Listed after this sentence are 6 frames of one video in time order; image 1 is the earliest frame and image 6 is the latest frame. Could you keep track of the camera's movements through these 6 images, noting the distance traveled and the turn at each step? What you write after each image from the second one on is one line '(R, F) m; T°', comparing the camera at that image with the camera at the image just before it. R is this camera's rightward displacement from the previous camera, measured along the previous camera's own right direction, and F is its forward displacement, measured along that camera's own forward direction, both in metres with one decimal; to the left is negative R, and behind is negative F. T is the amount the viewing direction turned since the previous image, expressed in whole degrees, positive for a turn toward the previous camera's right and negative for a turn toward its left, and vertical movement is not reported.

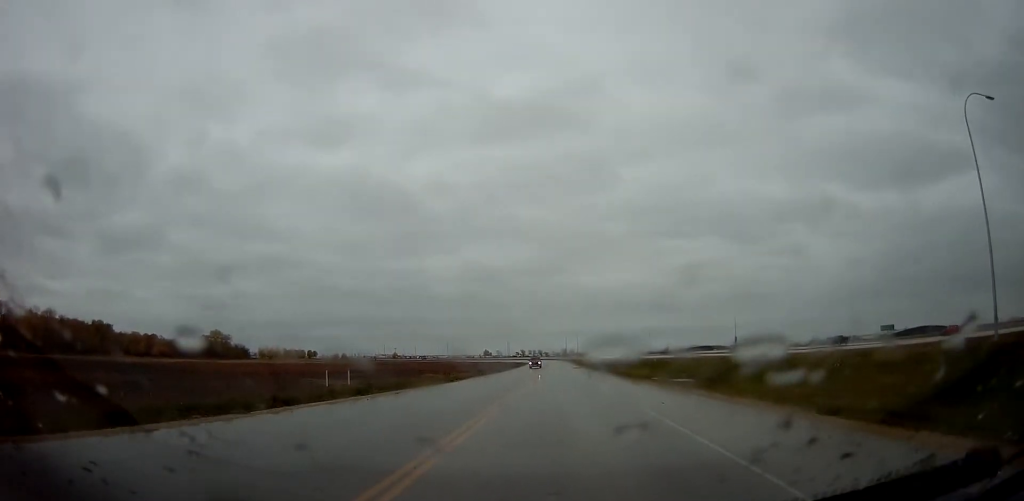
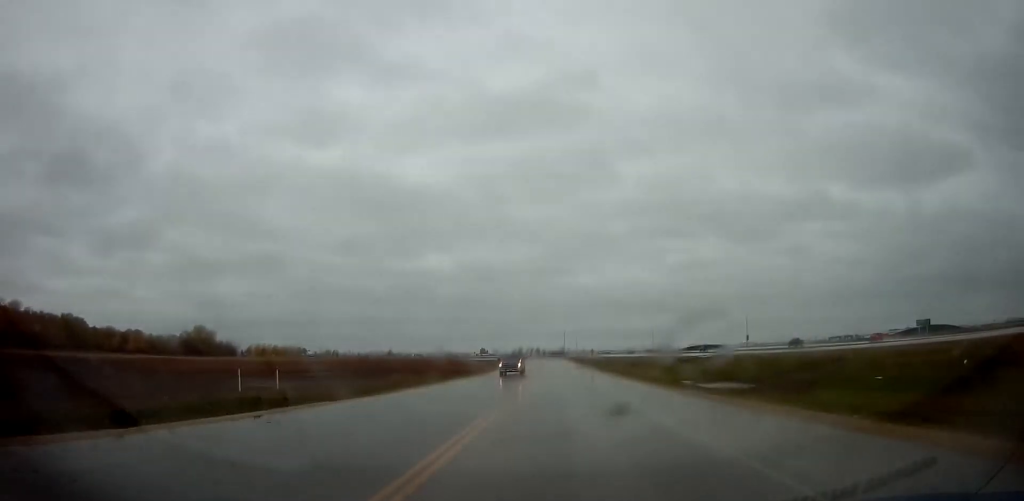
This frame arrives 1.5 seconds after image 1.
(+0.1, +15.7) m; 0°
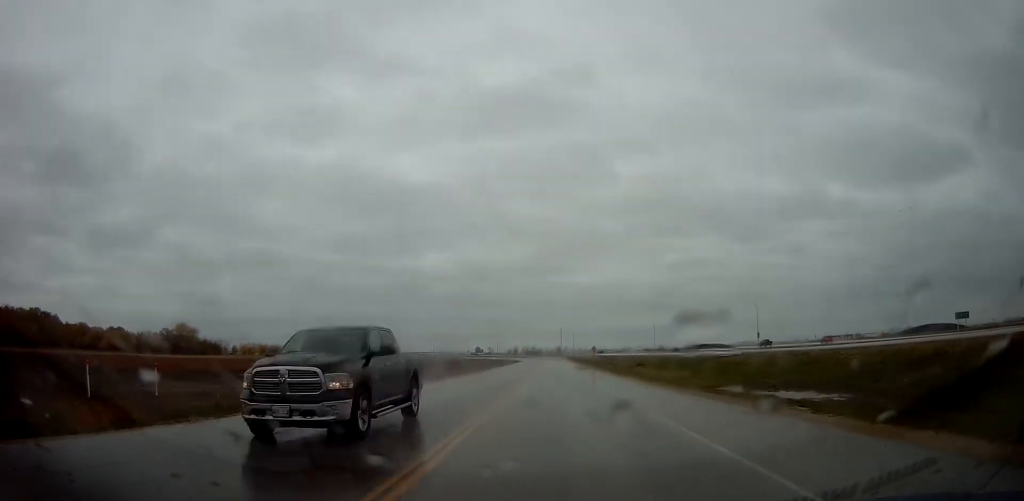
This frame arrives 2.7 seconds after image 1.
(-0.1, +14.7) m; +2°
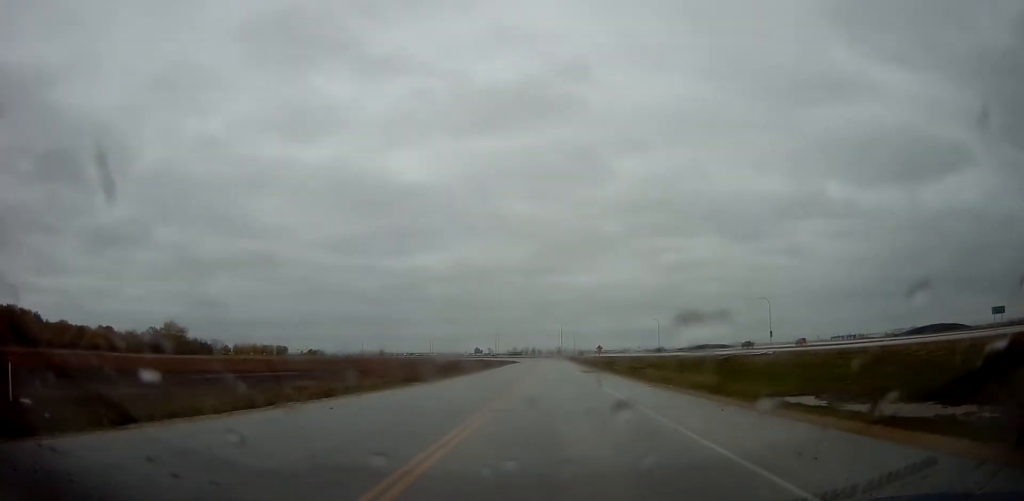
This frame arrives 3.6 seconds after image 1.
(+0.6, +11.1) m; 0°
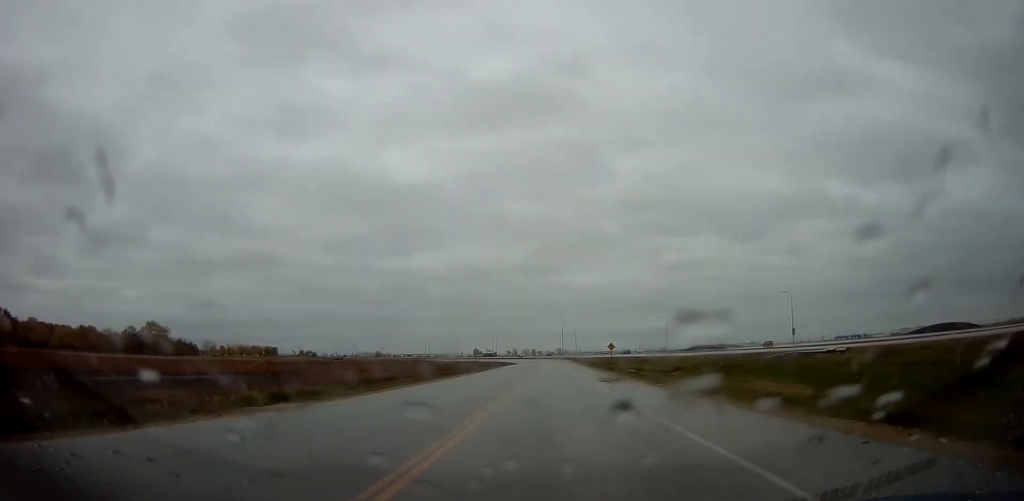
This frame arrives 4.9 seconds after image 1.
(-0.7, +17.1) m; -1°
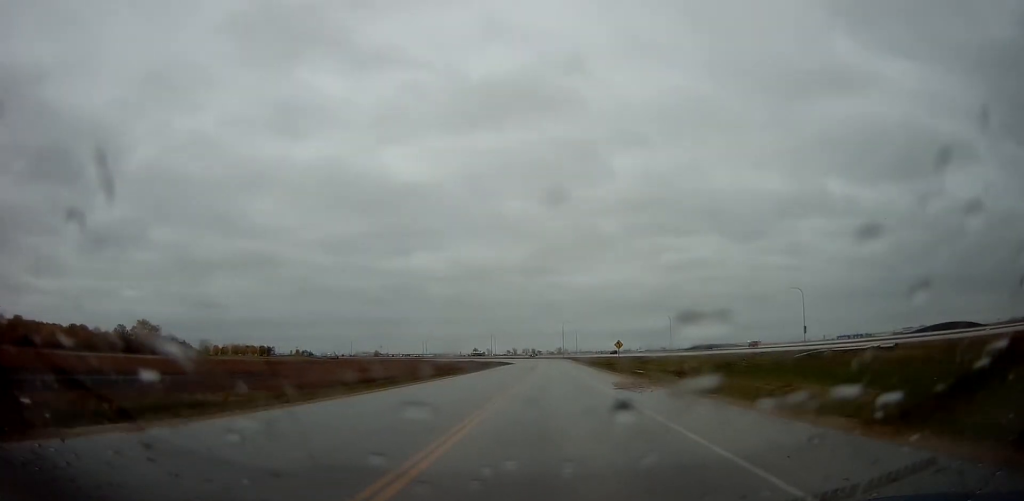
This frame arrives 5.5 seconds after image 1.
(+0.1, +7.7) m; +1°
